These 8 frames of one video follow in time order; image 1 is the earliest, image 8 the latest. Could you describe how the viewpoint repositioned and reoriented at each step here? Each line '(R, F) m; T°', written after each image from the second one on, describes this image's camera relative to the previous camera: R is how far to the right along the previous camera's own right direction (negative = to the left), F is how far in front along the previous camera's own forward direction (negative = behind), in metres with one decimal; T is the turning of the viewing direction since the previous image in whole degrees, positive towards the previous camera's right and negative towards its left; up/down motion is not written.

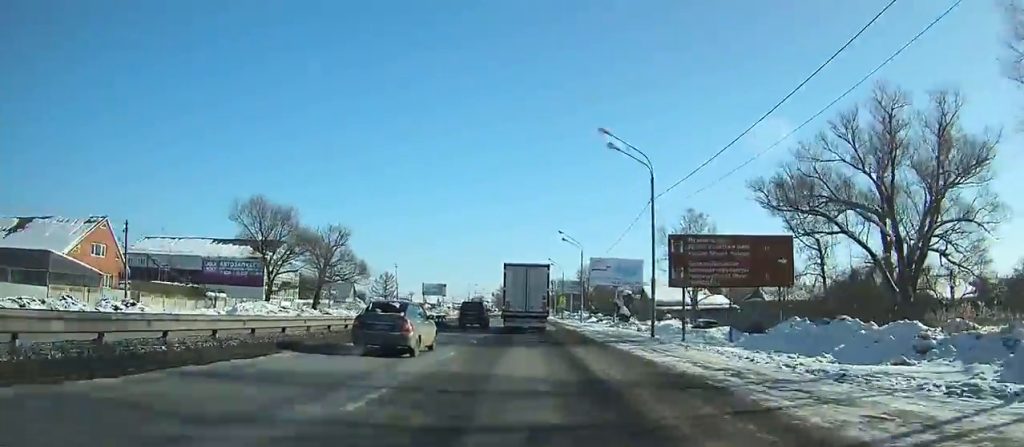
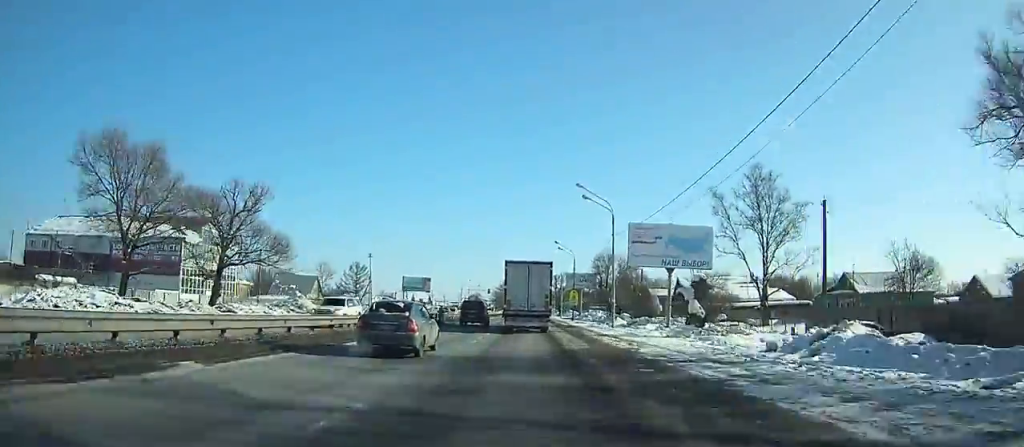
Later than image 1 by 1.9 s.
(0.0, +25.7) m; 0°
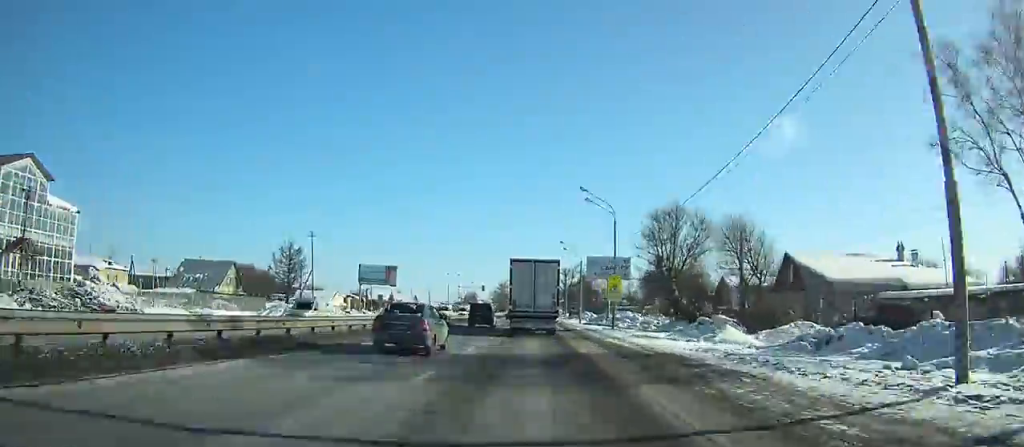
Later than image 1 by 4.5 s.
(0.0, +35.4) m; 0°
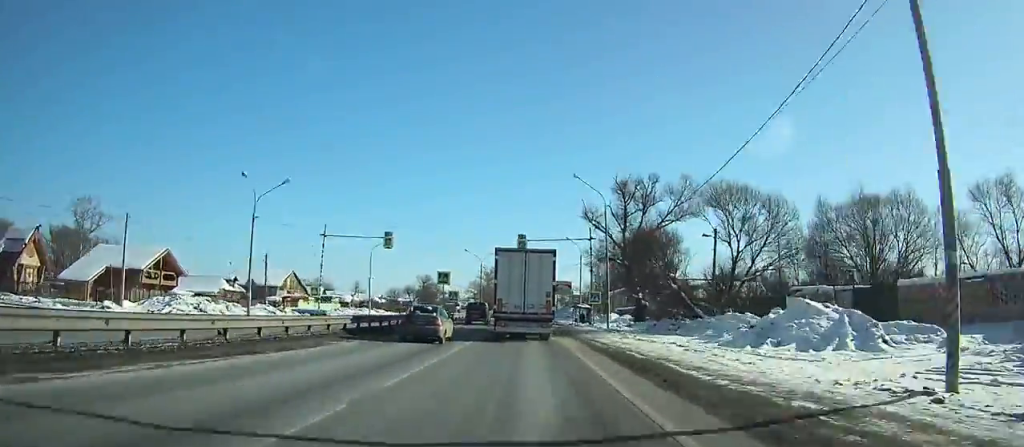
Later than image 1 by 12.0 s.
(+0.3, +103.2) m; 0°
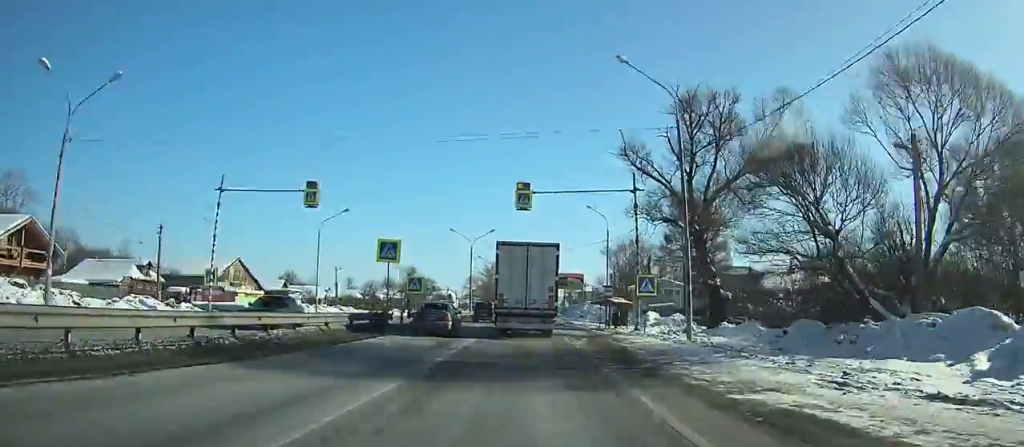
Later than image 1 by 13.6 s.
(-0.1, +22.8) m; 0°
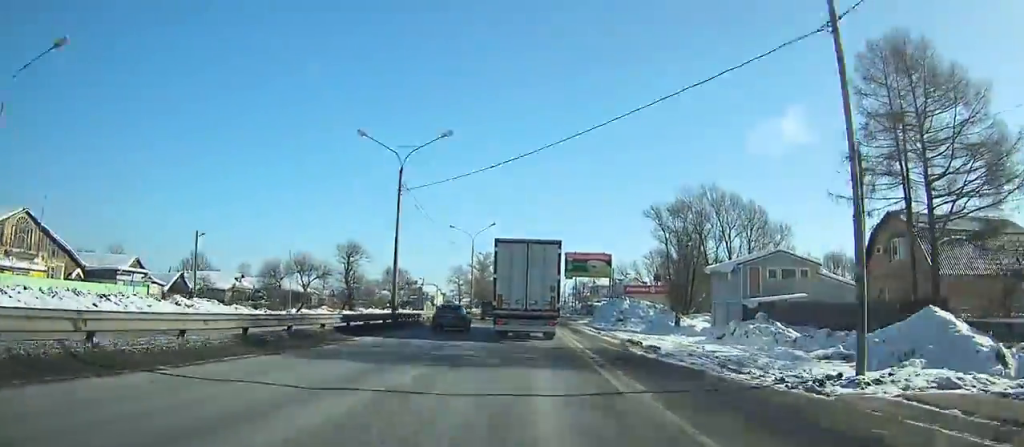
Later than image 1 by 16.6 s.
(0.0, +41.8) m; 0°
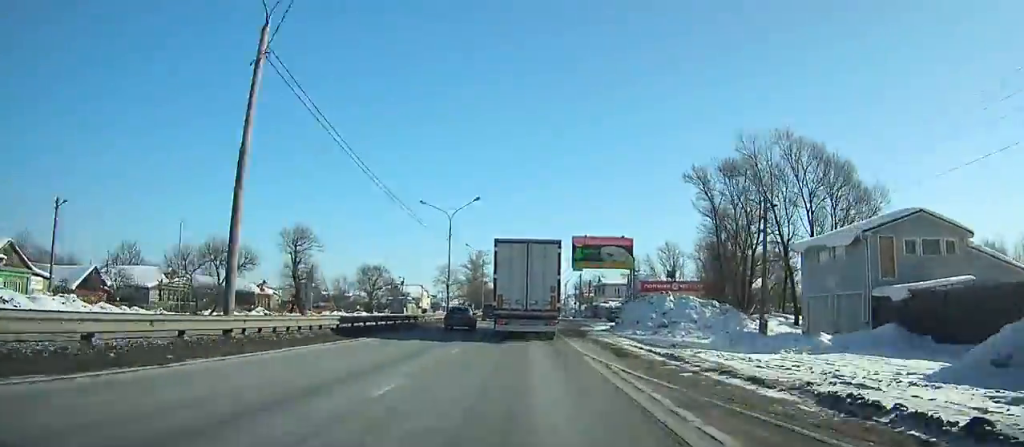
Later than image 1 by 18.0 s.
(0.0, +18.8) m; 0°
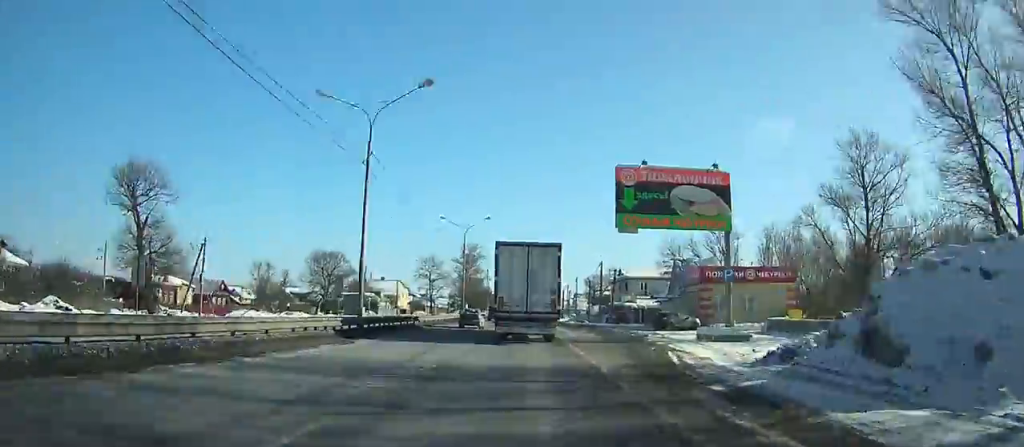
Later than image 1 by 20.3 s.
(-0.1, +30.6) m; 0°
